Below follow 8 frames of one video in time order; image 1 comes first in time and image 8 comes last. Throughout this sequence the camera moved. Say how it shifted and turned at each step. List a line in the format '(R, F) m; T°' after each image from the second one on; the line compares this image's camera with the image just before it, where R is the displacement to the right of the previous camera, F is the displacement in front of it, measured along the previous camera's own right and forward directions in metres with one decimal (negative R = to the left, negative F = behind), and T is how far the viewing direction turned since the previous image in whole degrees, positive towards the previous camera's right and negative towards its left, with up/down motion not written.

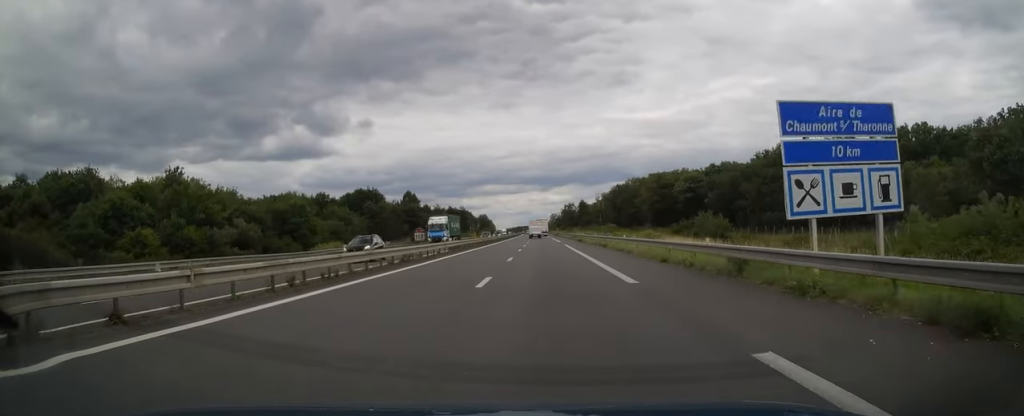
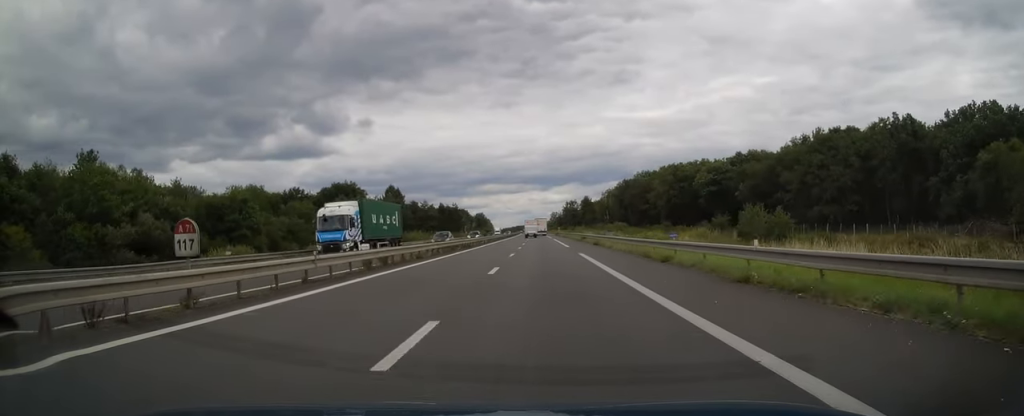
(-0.1, +21.7) m; 0°
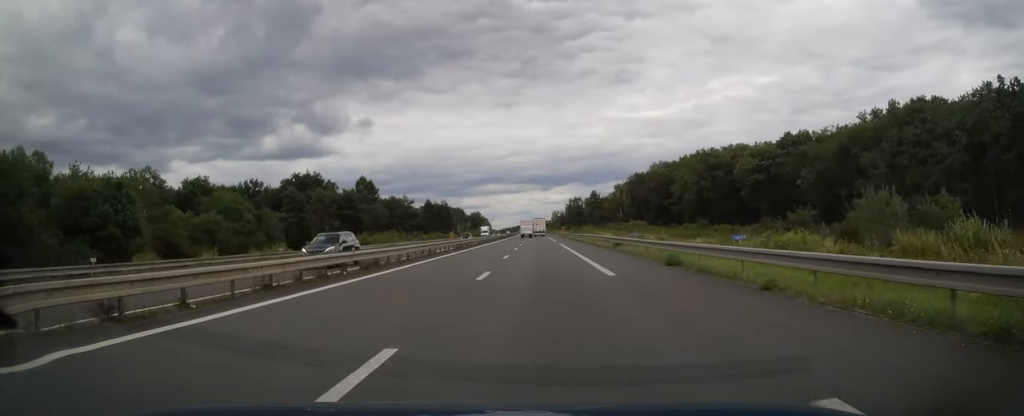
(0.0, +28.0) m; -1°
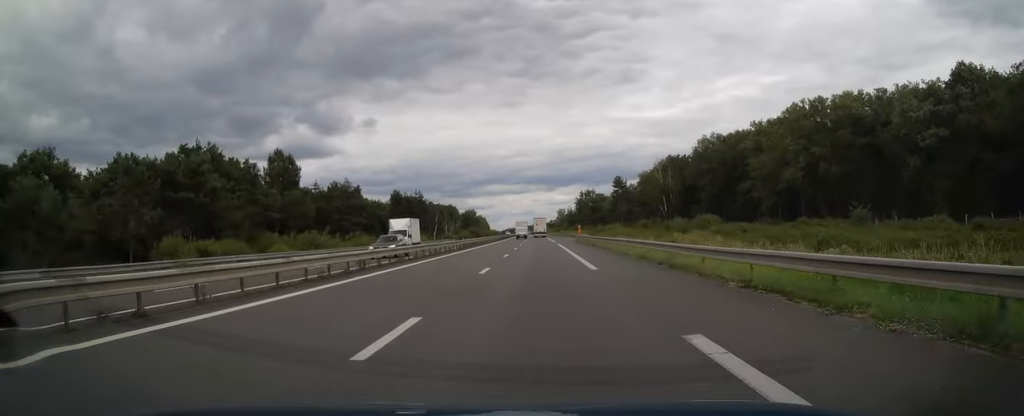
(+0.2, +49.0) m; 0°
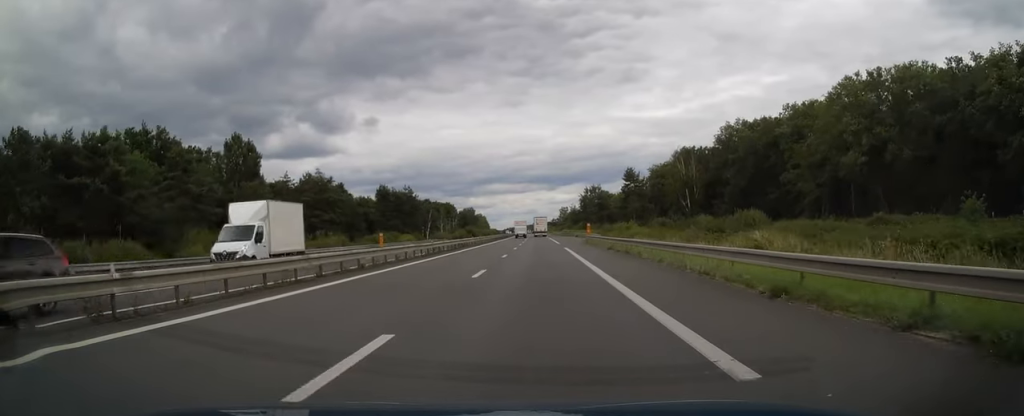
(0.0, +14.7) m; 0°
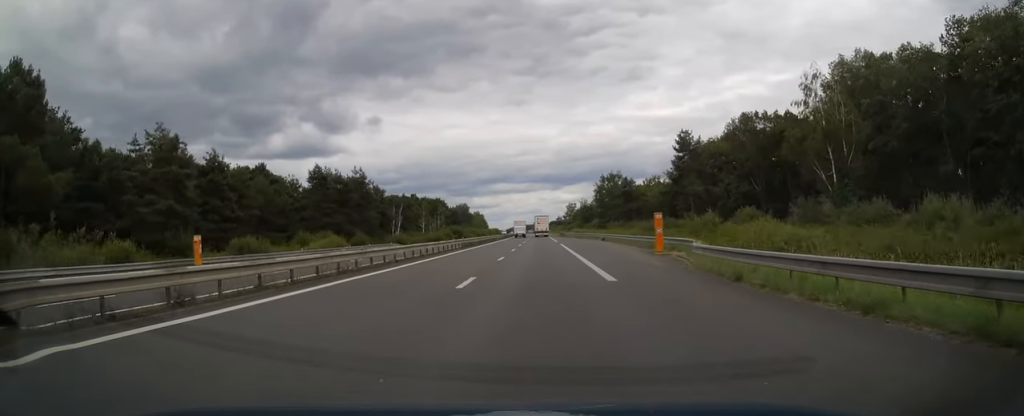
(-0.4, +42.2) m; 0°
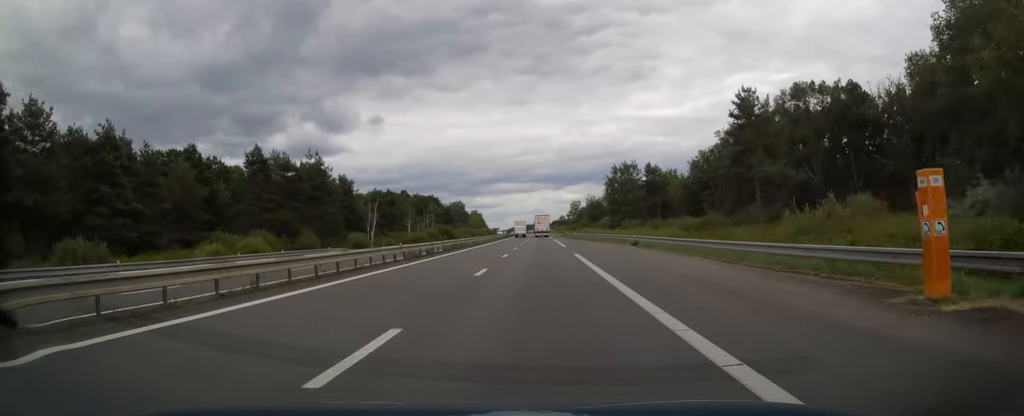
(0.0, +22.1) m; 0°
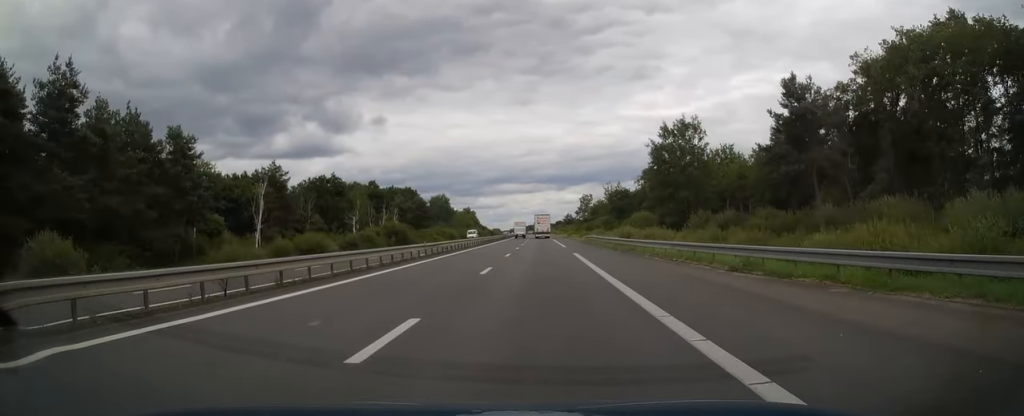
(-0.3, +50.6) m; -1°
